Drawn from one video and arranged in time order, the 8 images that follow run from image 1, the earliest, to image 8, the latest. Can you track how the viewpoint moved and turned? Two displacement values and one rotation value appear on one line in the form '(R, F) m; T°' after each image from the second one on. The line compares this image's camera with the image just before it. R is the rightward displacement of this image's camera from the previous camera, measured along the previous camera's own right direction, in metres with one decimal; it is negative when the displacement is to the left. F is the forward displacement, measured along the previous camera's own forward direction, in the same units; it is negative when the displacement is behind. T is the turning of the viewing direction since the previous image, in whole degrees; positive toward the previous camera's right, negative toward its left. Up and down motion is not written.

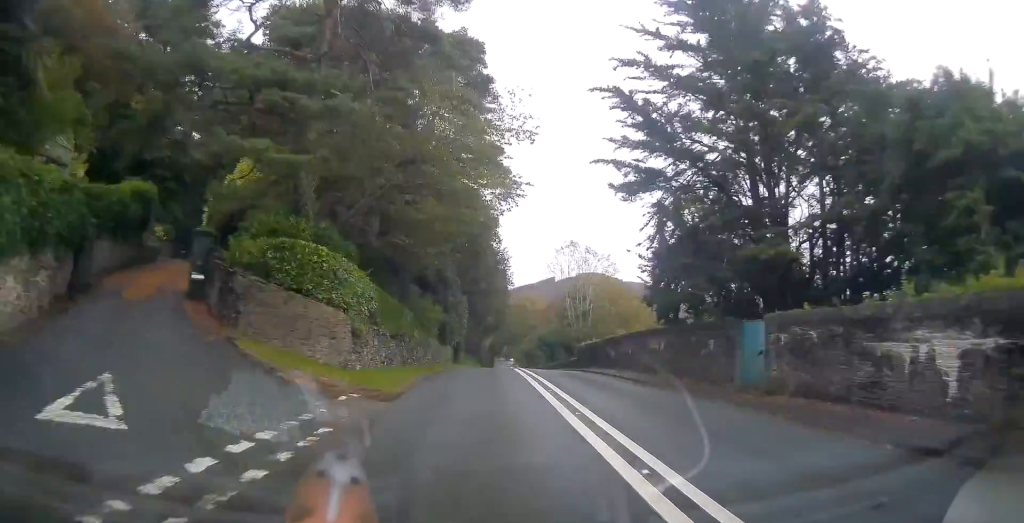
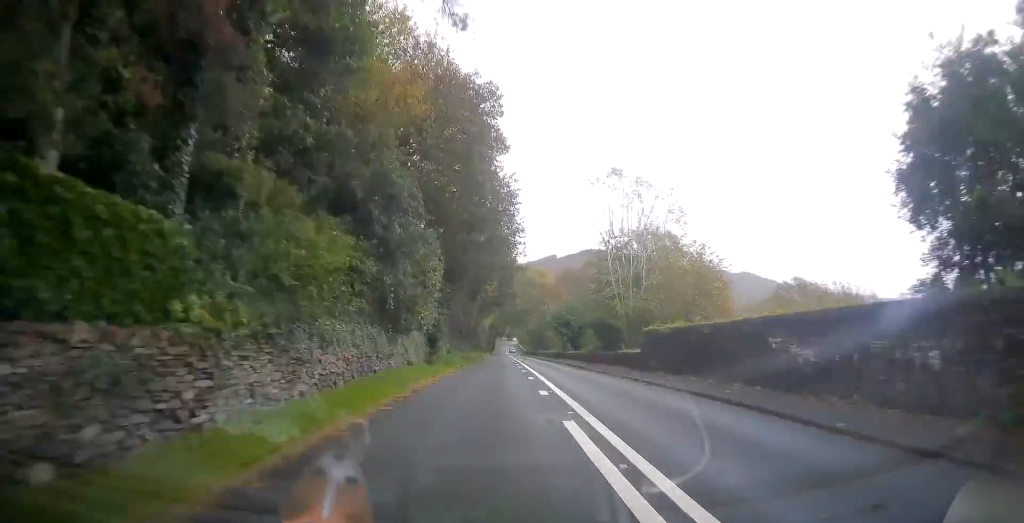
(+0.3, +20.5) m; 0°
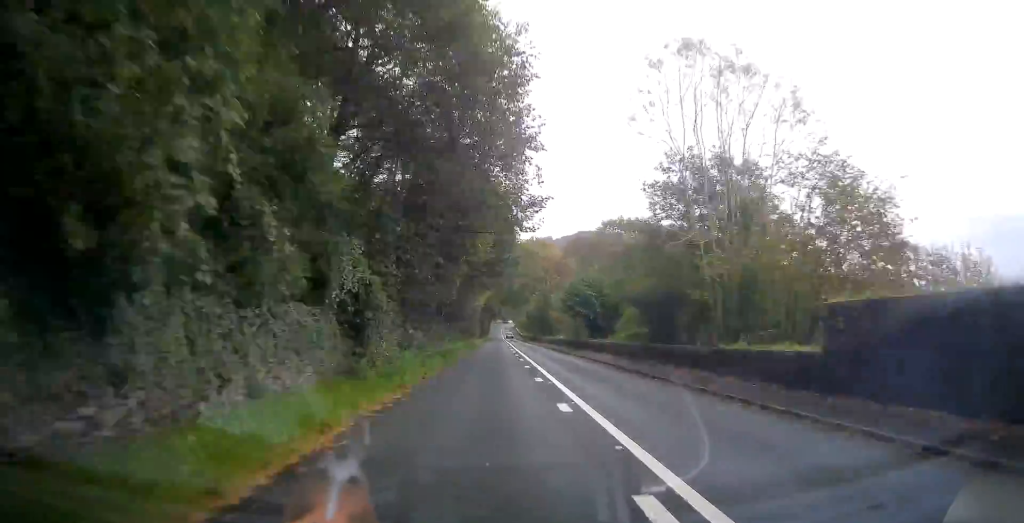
(-0.2, +16.0) m; 0°
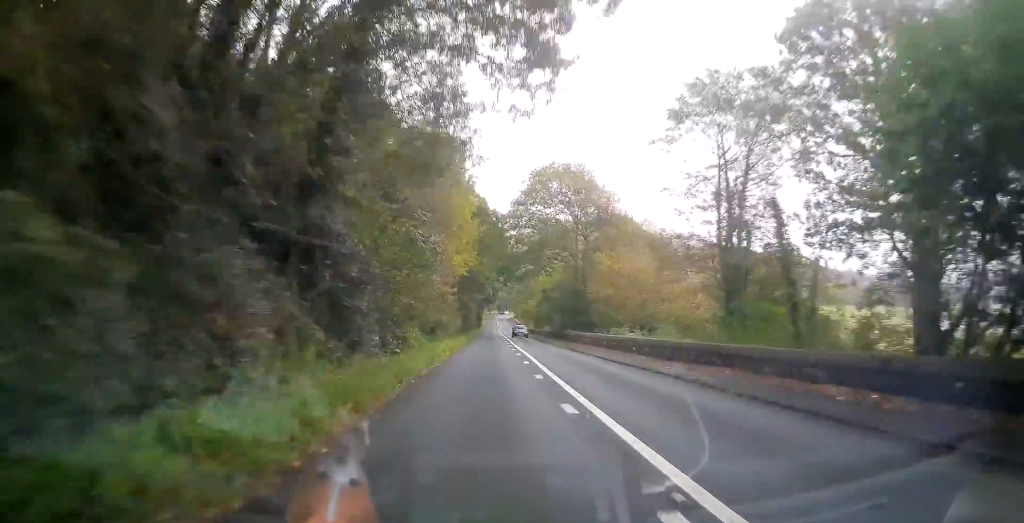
(+0.4, +42.5) m; +1°
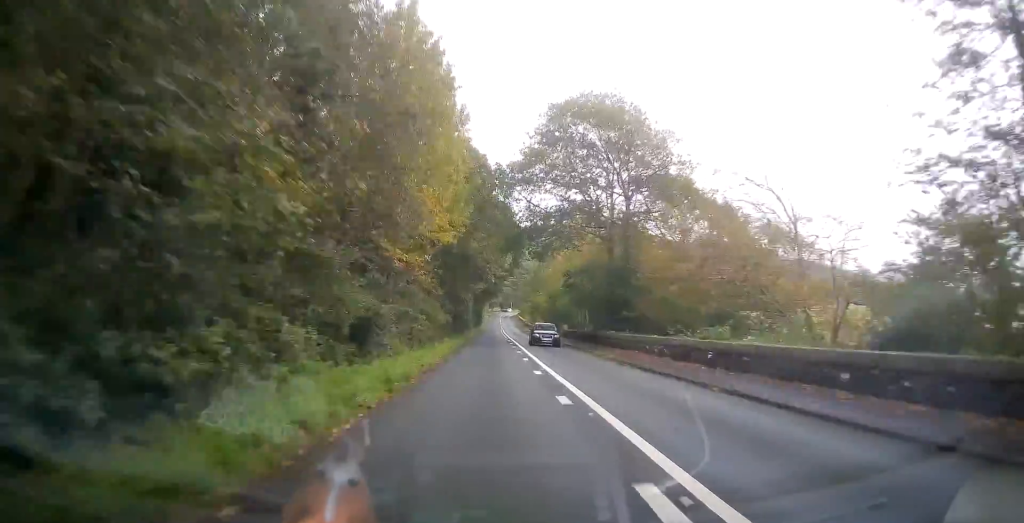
(-0.1, +17.6) m; 0°
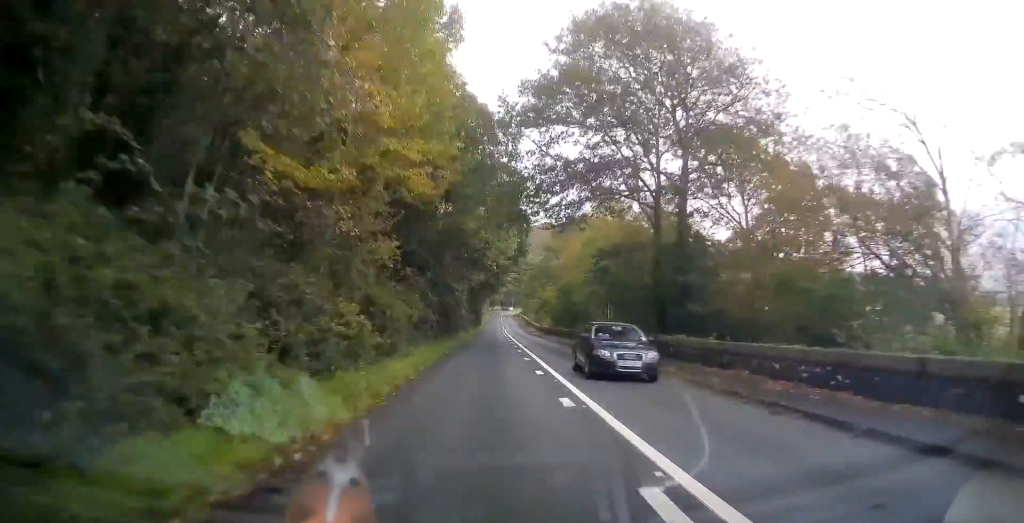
(0.0, +12.4) m; 0°
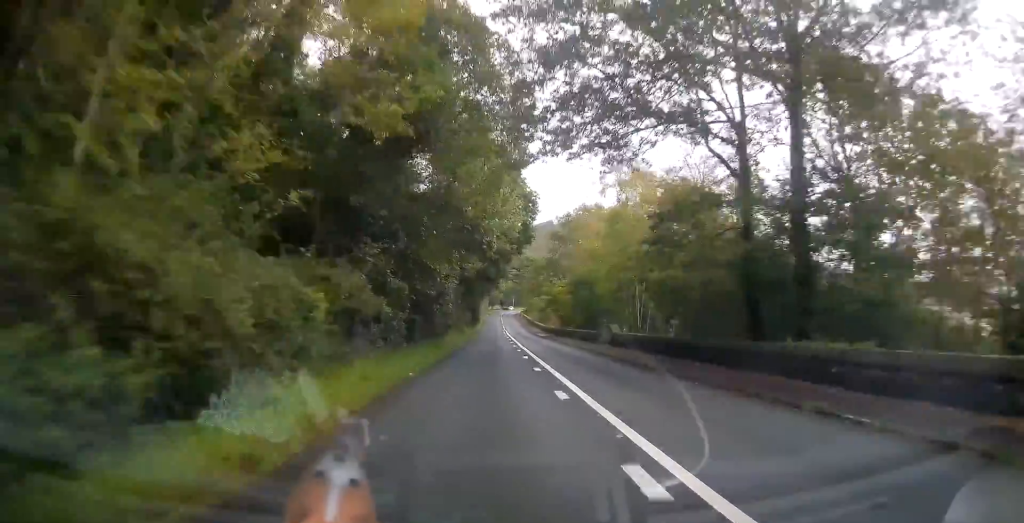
(-0.1, +11.6) m; 0°
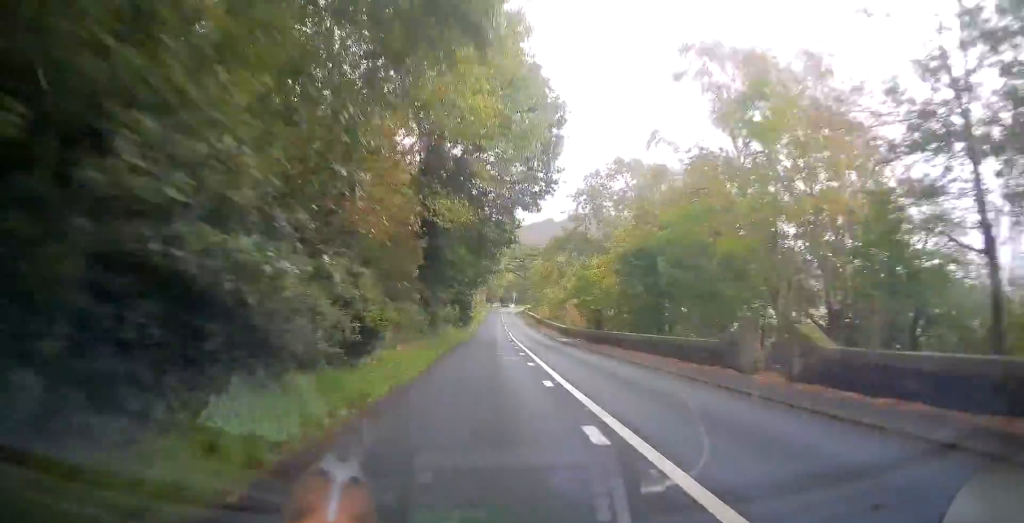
(0.0, +22.3) m; 0°
